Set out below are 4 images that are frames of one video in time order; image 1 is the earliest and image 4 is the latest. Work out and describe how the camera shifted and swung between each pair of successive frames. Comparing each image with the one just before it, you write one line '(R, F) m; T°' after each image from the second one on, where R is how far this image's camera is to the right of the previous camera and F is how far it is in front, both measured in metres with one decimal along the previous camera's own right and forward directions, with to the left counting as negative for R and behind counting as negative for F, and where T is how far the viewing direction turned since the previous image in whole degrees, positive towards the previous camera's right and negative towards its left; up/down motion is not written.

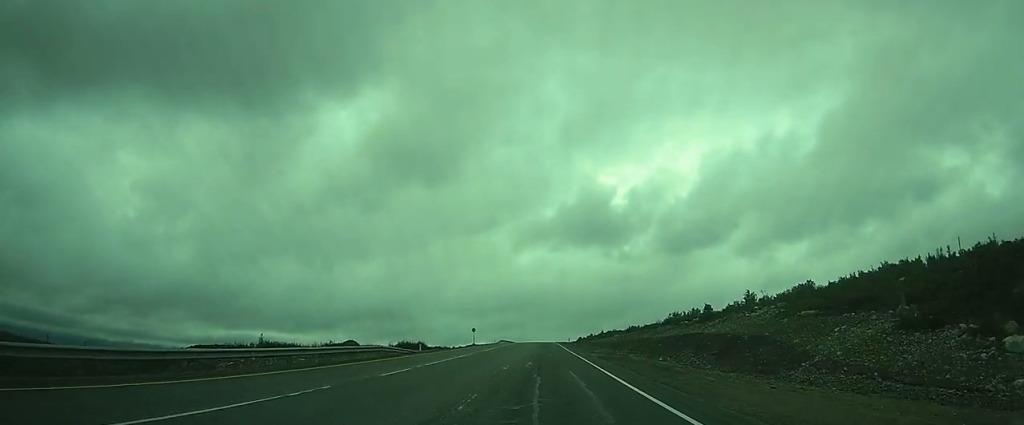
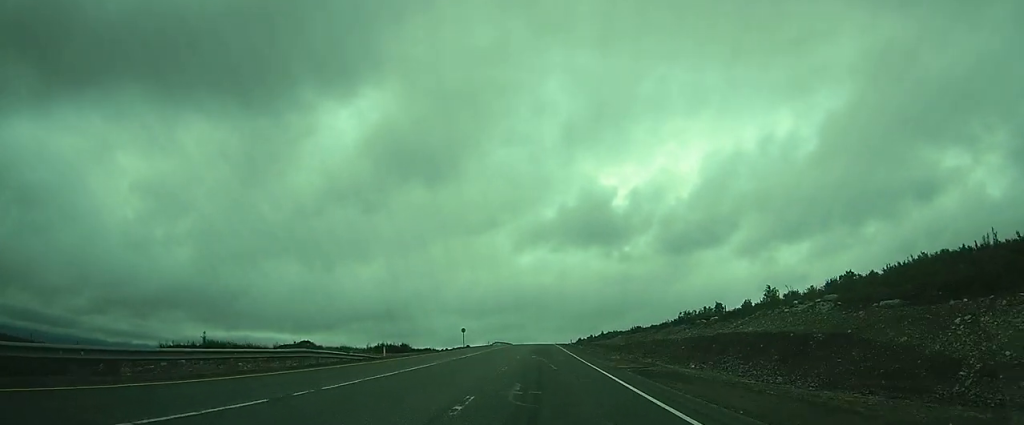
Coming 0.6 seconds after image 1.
(0.0, +12.1) m; 0°
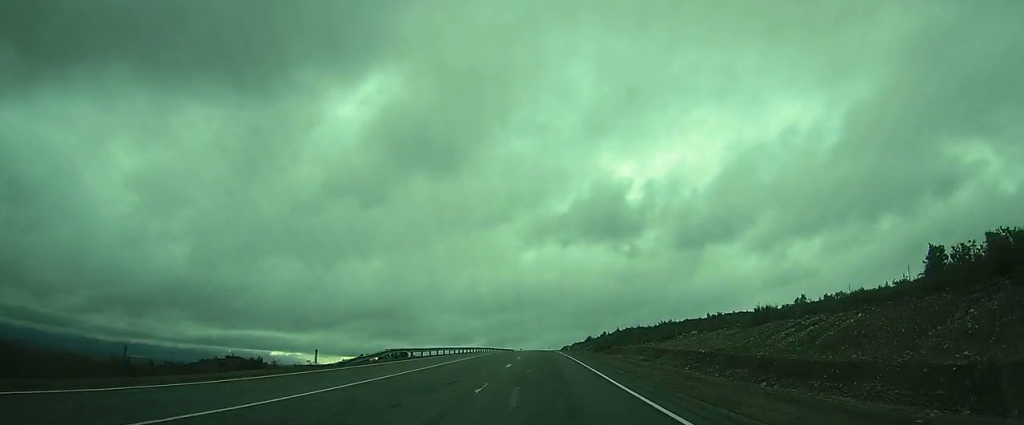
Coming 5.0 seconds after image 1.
(+0.6, +93.2) m; +1°
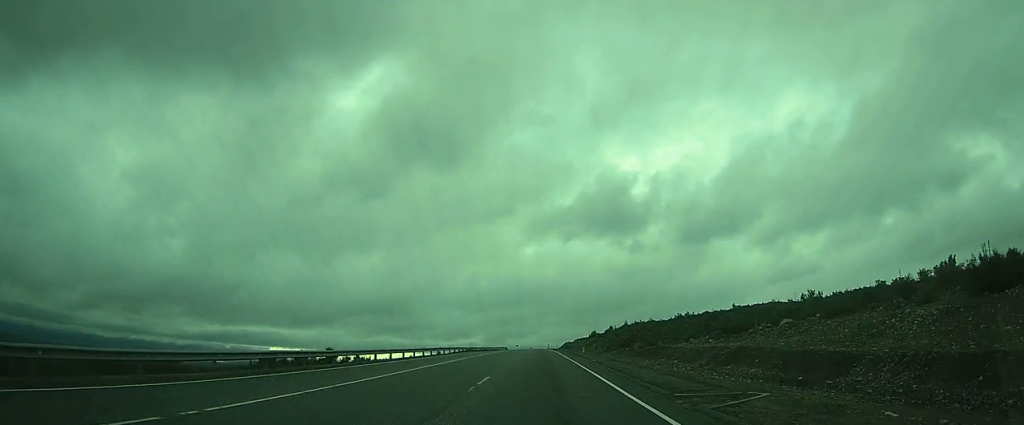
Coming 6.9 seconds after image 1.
(-0.1, +38.3) m; 0°
